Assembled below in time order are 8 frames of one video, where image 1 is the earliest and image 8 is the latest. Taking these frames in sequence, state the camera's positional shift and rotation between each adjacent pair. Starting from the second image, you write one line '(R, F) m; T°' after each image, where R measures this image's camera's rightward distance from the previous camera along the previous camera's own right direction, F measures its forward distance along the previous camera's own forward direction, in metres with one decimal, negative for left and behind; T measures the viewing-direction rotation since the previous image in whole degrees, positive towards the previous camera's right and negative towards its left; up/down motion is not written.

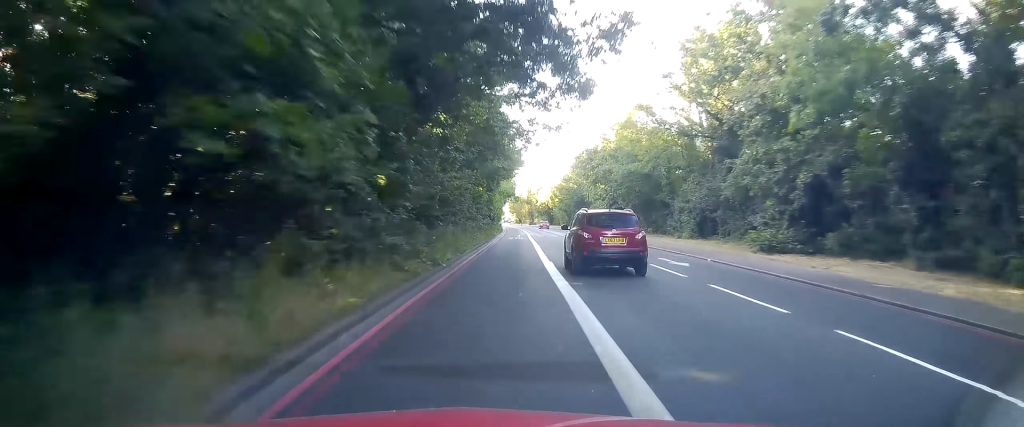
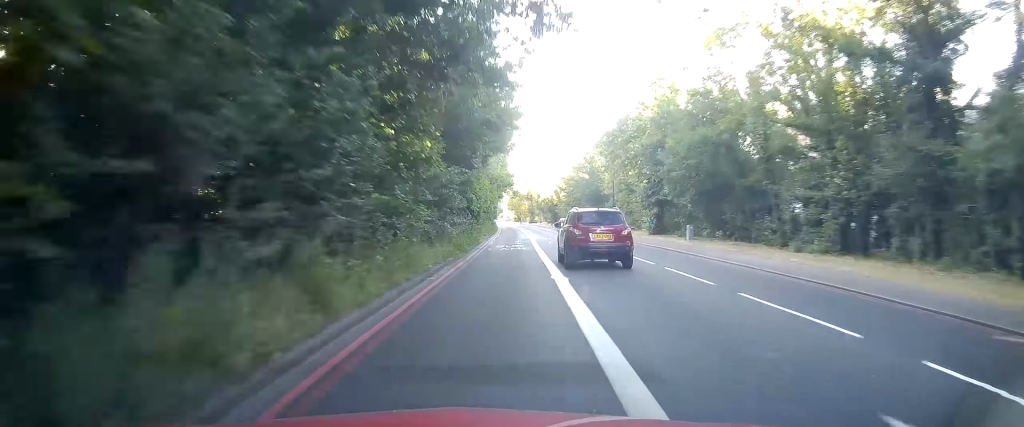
(+0.2, +19.7) m; +2°
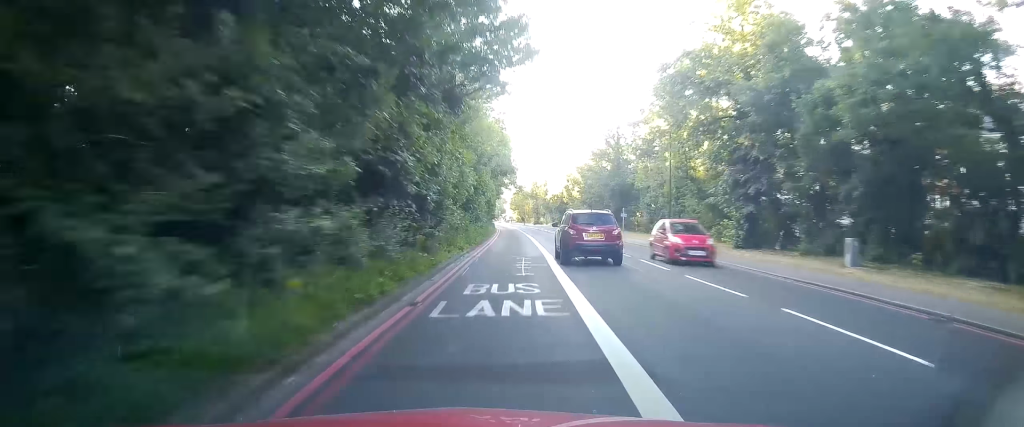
(+0.1, +18.7) m; 0°
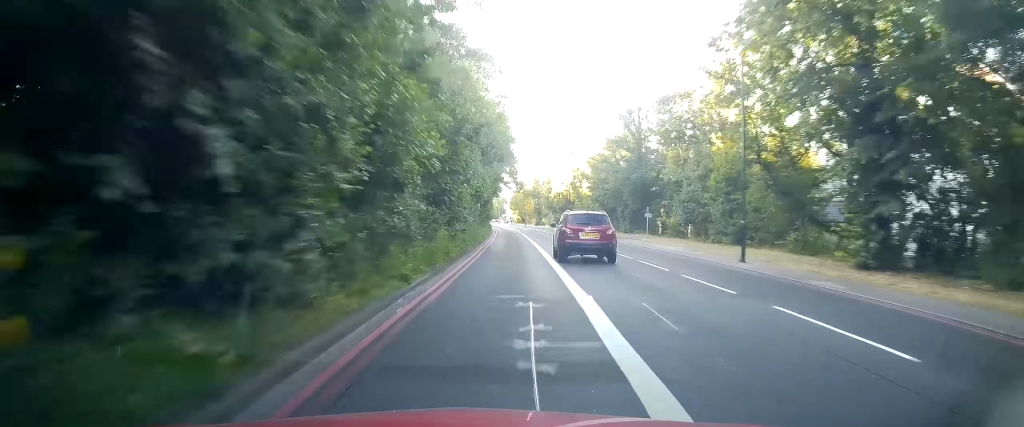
(-0.1, +11.2) m; 0°
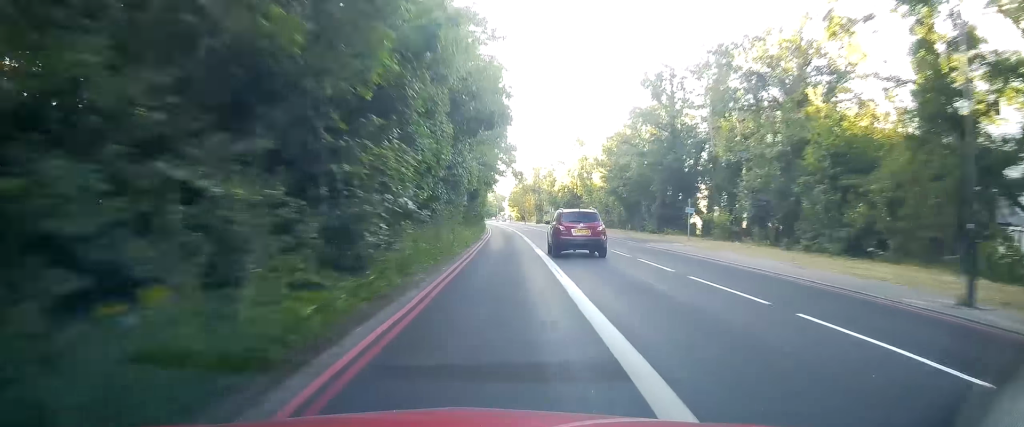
(0.0, +12.5) m; 0°
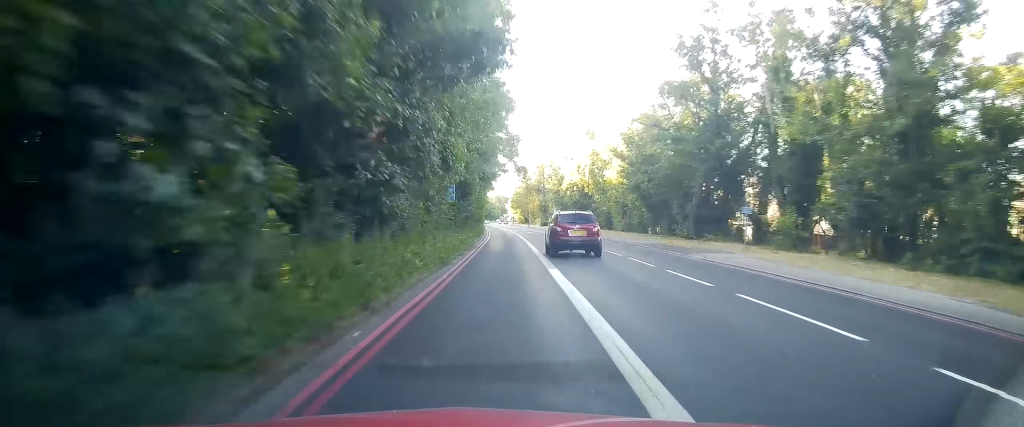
(0.0, +9.1) m; 0°
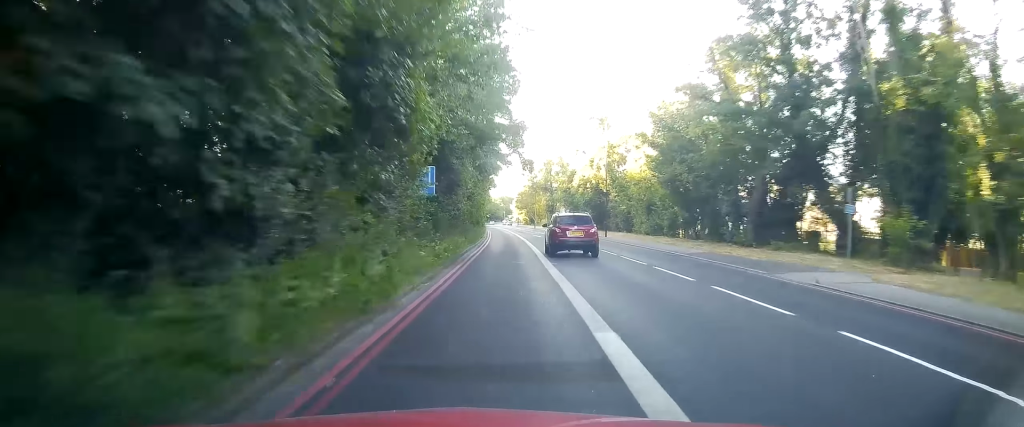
(0.0, +9.2) m; 0°
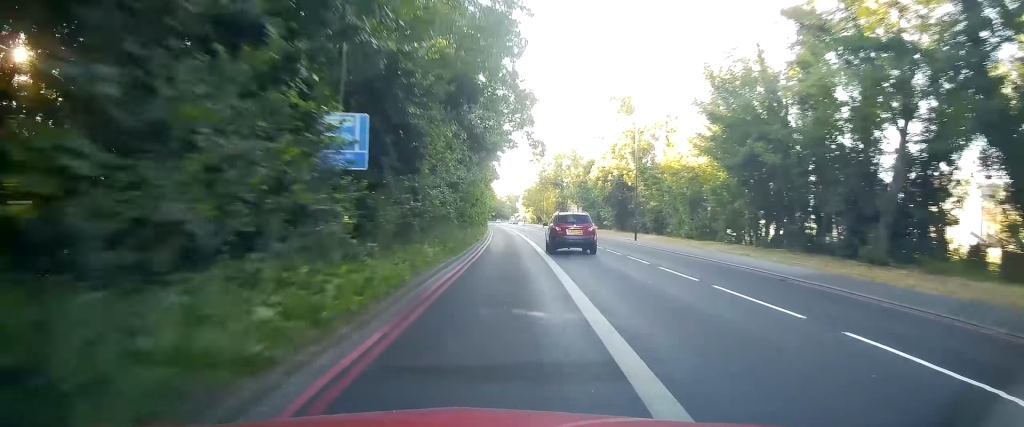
(+0.1, +11.2) m; 0°
